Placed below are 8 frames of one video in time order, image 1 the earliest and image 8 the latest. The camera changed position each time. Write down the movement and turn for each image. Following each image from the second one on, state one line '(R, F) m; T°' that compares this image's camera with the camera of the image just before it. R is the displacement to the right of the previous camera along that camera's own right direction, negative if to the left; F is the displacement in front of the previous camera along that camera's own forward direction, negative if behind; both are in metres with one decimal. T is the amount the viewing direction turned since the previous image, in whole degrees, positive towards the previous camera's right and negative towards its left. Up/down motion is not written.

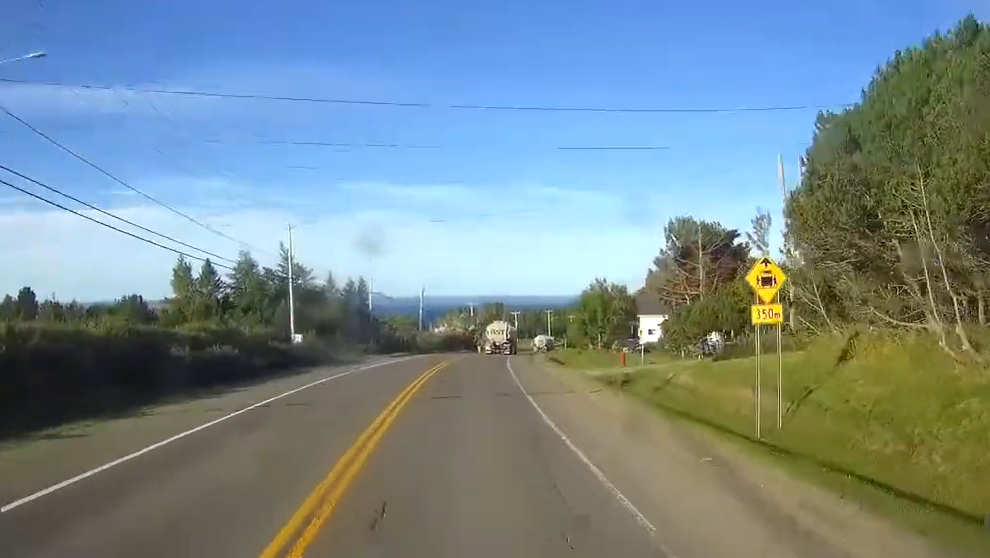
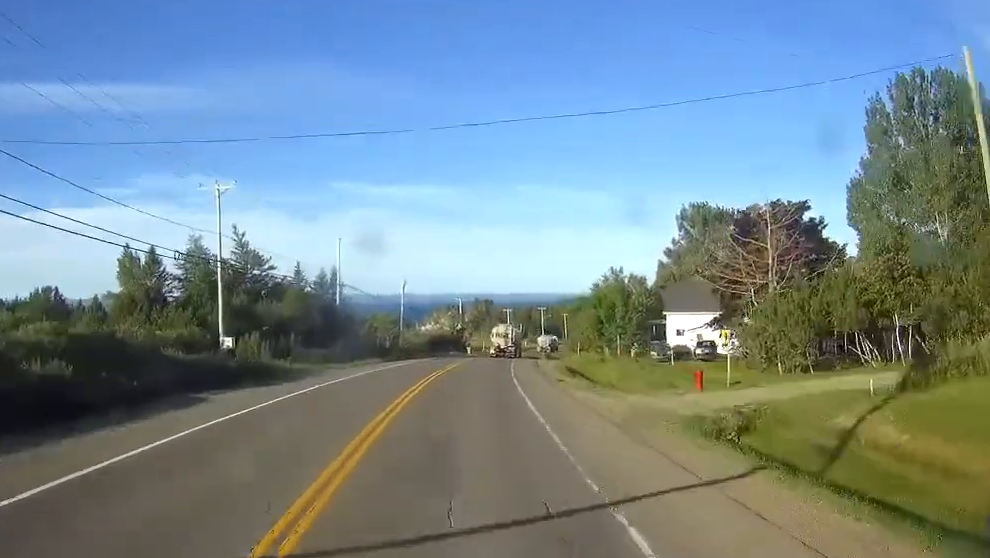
(+0.2, +16.9) m; +1°
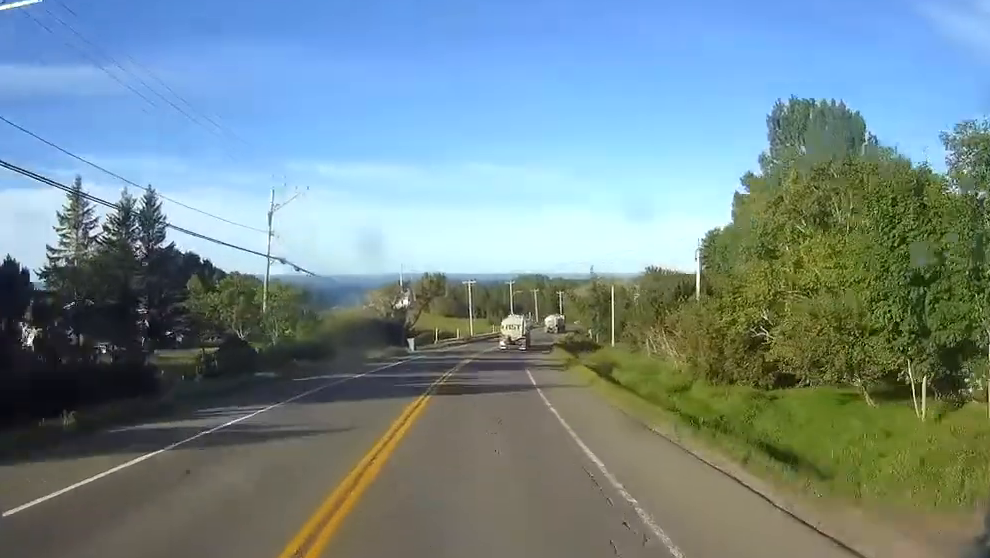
(+2.1, +57.1) m; +6°
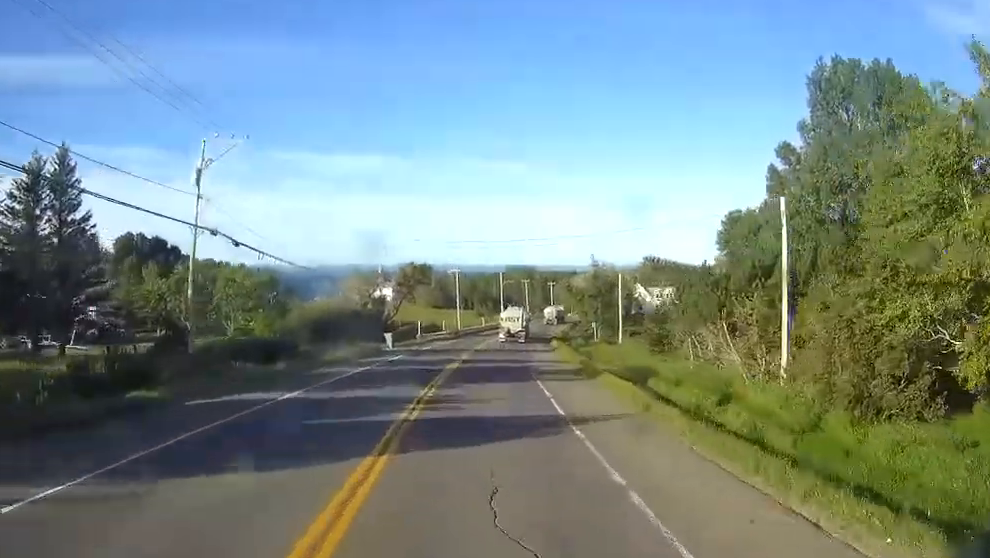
(+0.4, +12.5) m; +2°
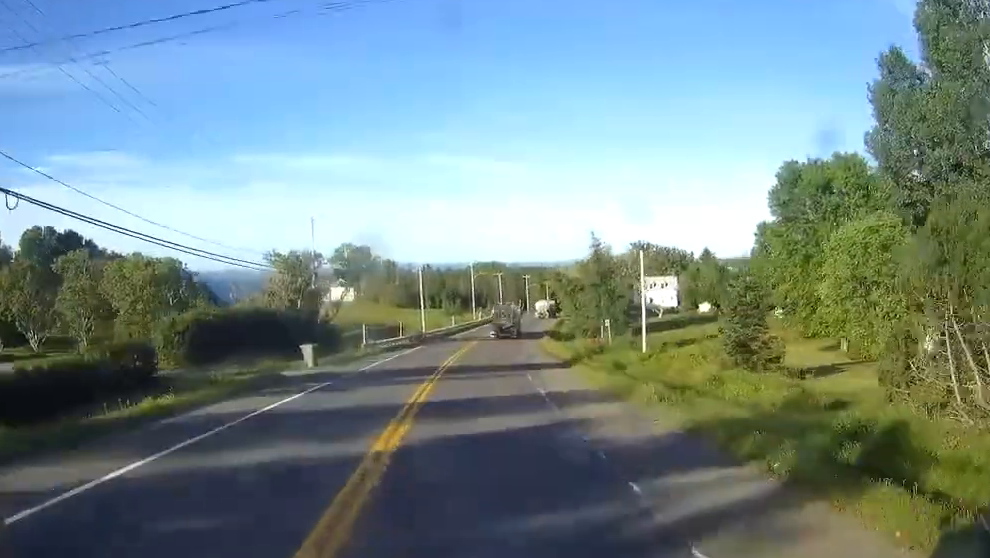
(+0.2, +25.1) m; 0°
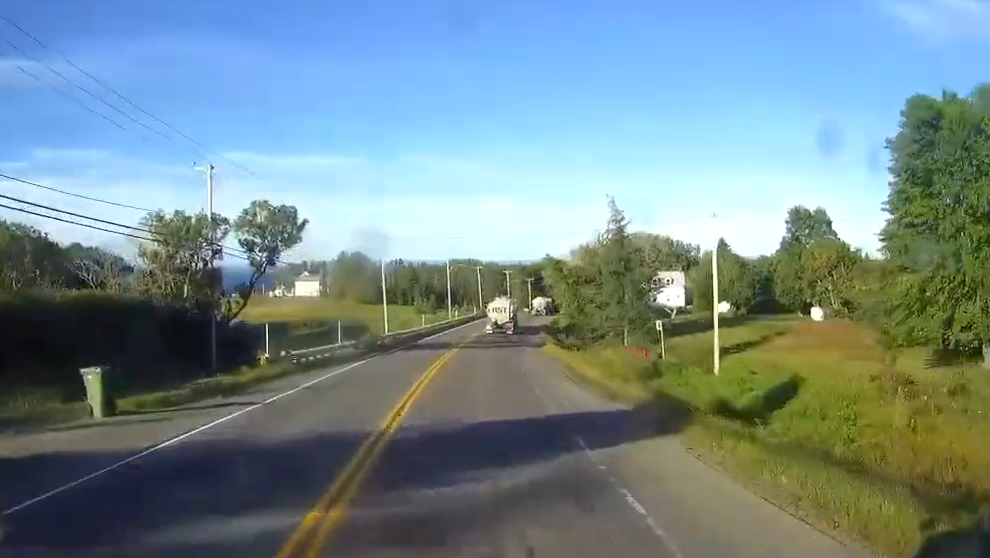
(0.0, +24.2) m; 0°
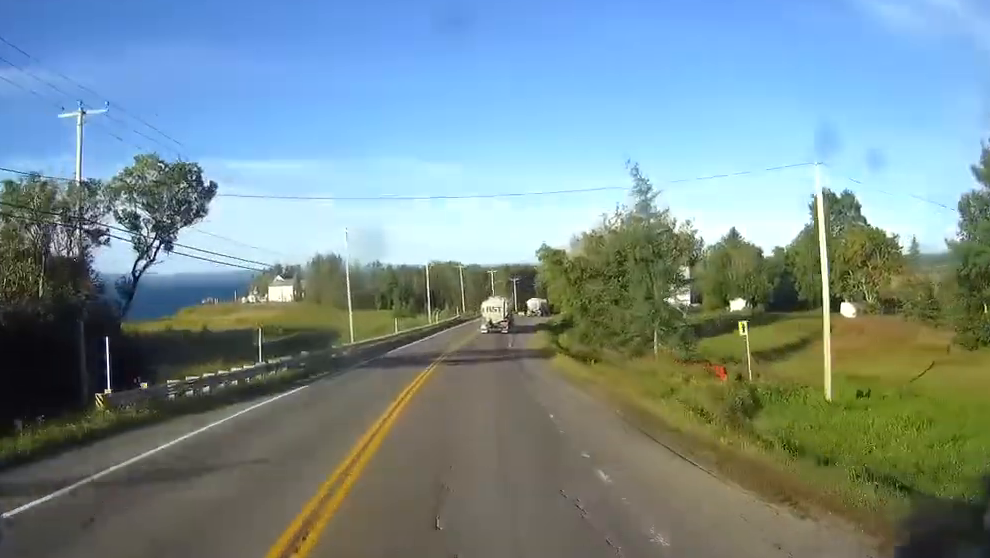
(0.0, +15.2) m; 0°
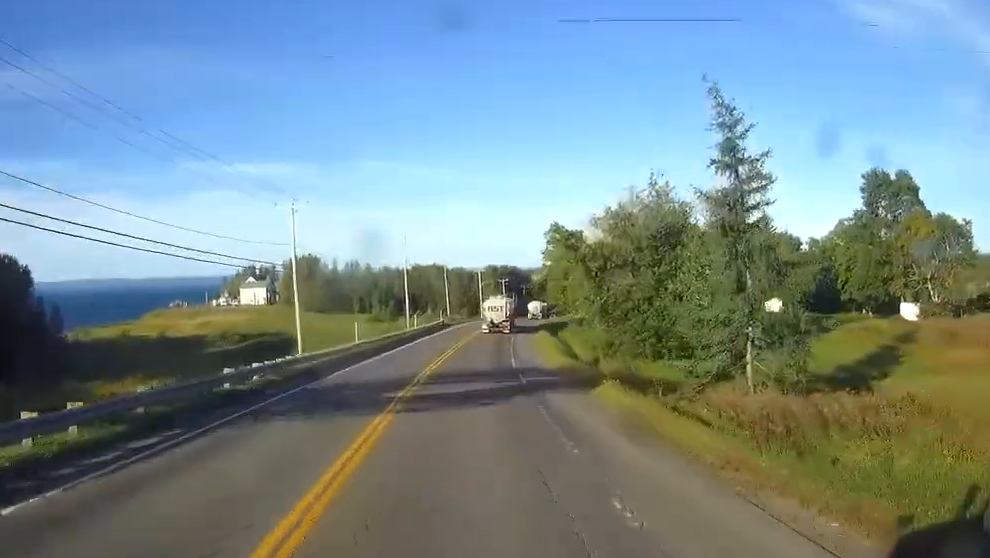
(0.0, +18.8) m; 0°
